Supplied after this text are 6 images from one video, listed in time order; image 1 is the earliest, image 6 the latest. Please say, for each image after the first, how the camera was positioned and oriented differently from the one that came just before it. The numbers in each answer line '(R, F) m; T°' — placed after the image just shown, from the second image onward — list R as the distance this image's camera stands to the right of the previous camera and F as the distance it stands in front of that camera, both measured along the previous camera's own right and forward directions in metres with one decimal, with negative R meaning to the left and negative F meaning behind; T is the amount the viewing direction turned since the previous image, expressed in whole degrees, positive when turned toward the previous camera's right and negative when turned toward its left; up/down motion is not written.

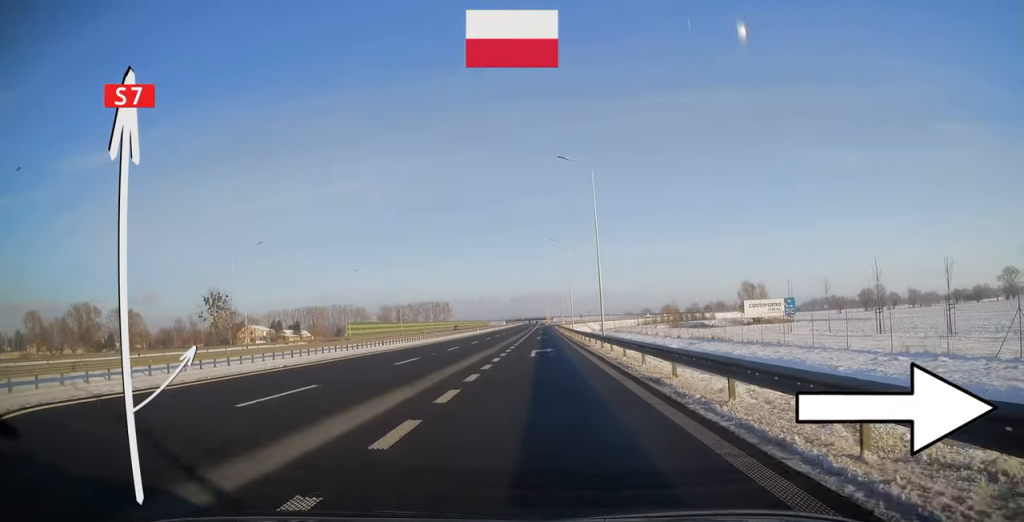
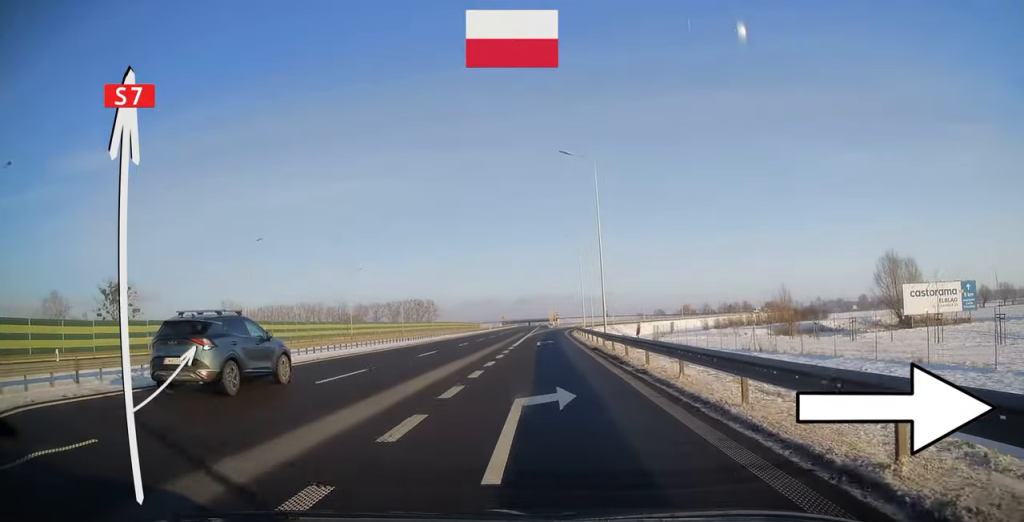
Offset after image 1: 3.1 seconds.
(-0.4, +79.7) m; 0°
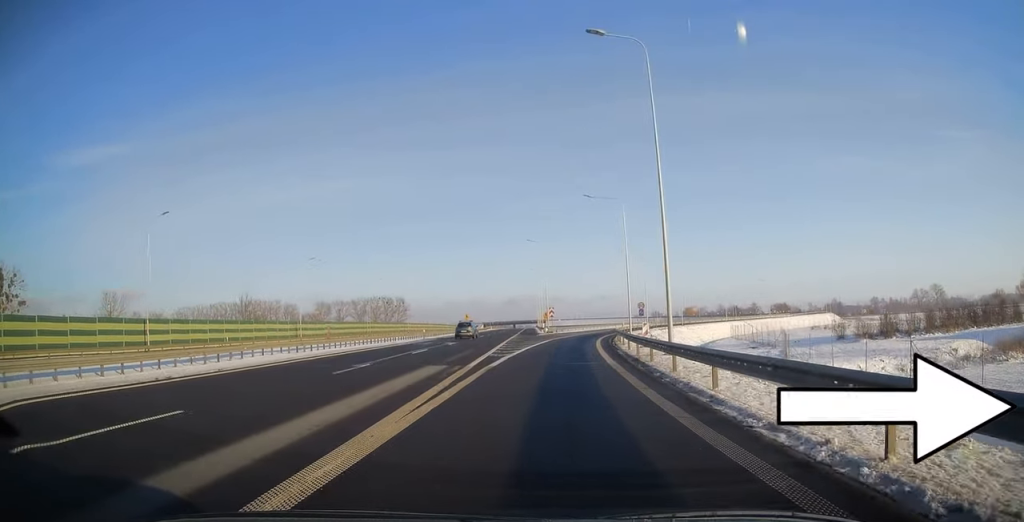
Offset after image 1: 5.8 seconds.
(+0.2, +56.4) m; +2°
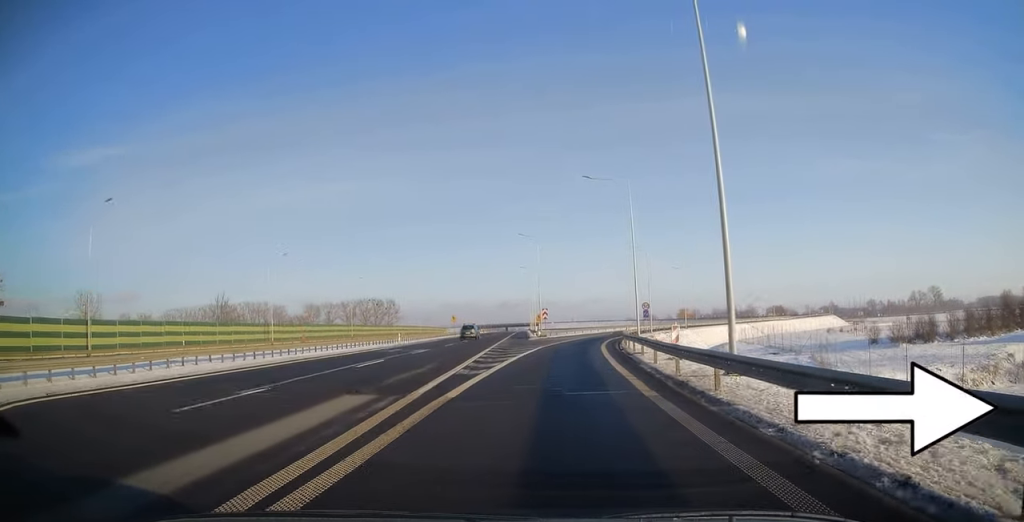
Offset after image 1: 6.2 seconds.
(+0.2, +7.6) m; +1°
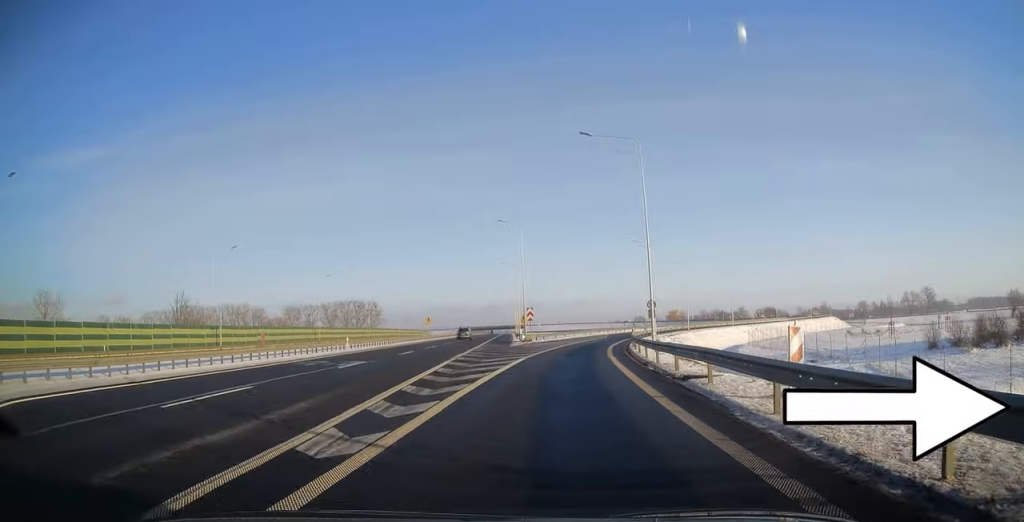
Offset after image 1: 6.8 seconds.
(+0.1, +10.8) m; +1°
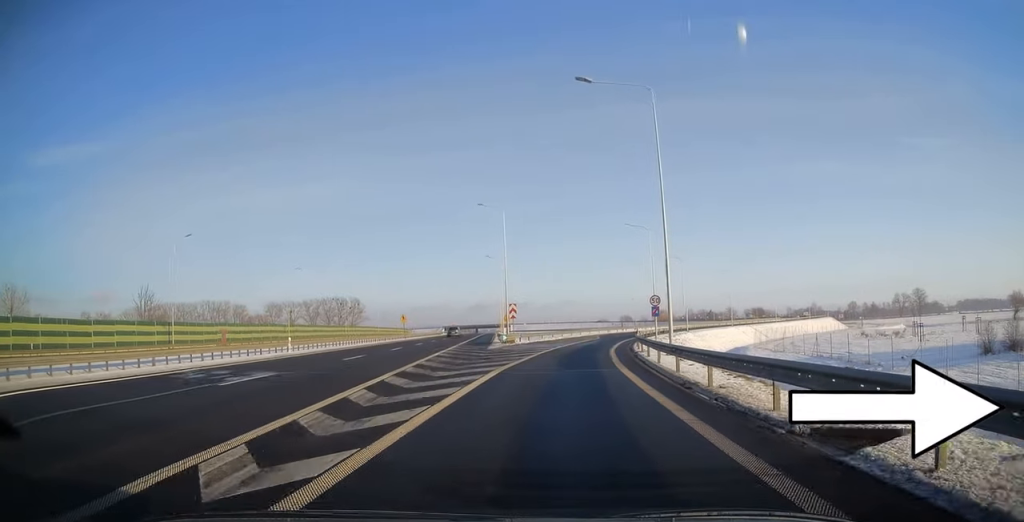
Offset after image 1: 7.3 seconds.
(0.0, +7.8) m; +1°
